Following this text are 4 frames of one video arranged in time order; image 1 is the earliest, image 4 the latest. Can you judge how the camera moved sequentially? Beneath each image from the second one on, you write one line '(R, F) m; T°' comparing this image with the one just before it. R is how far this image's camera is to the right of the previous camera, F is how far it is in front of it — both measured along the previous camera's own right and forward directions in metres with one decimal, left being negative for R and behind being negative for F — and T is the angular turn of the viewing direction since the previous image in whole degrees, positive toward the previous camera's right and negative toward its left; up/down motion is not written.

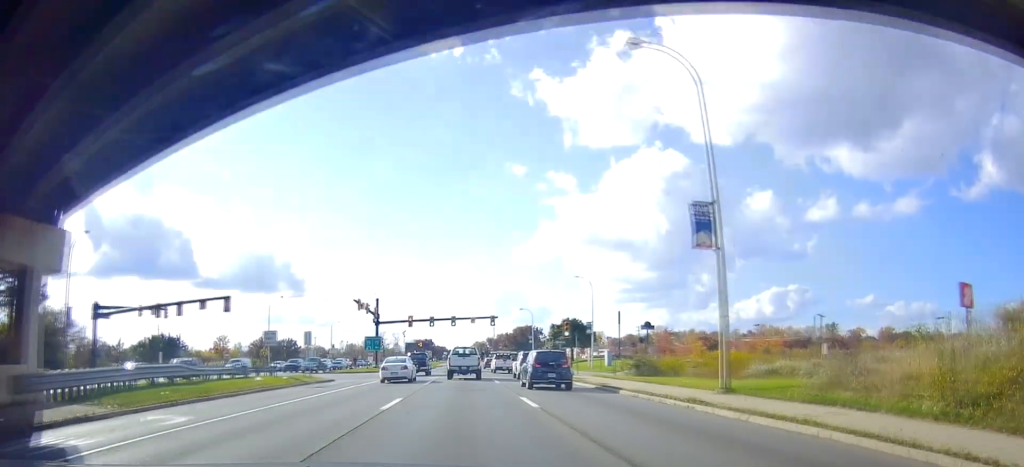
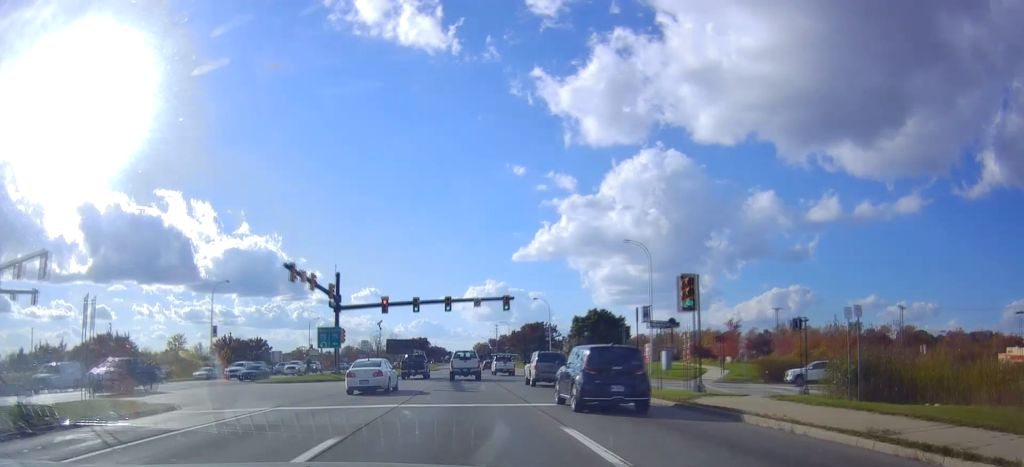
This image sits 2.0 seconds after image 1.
(-1.6, +20.6) m; -10°
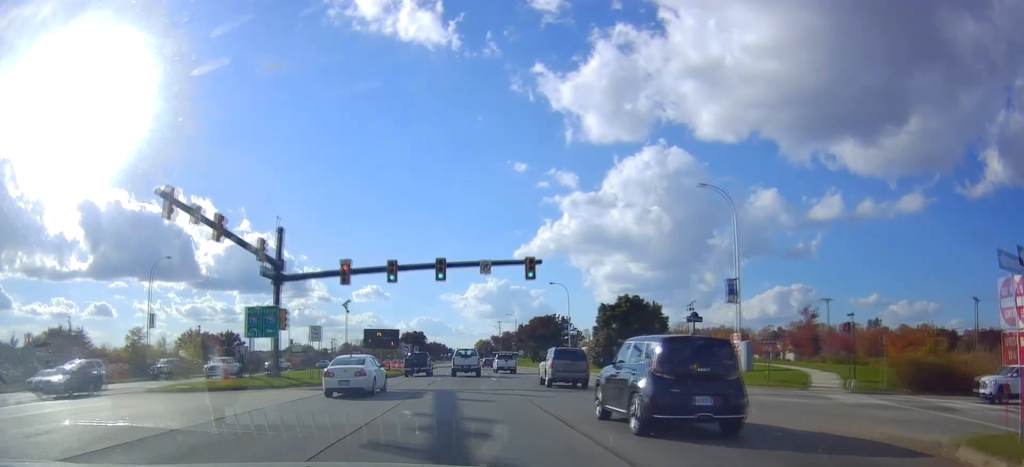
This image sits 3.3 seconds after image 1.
(+0.5, +16.2) m; +4°
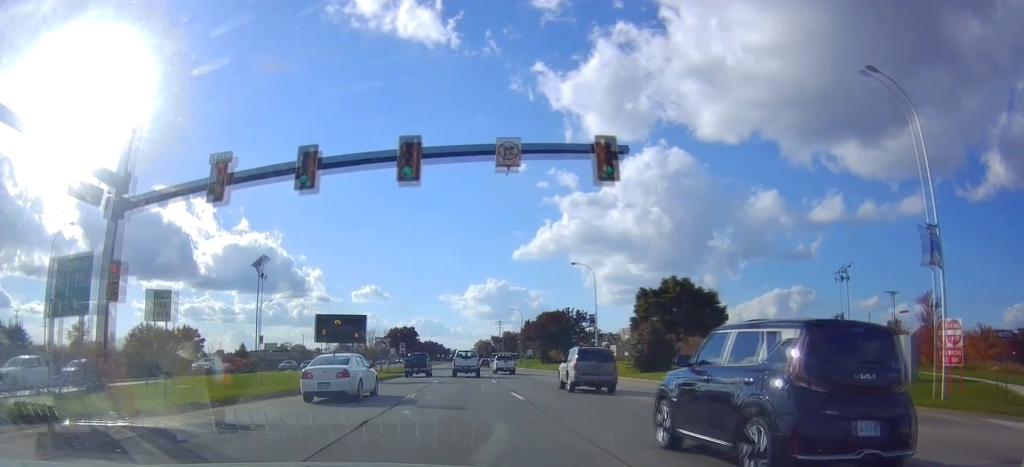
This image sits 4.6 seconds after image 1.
(+0.2, +17.5) m; 0°
